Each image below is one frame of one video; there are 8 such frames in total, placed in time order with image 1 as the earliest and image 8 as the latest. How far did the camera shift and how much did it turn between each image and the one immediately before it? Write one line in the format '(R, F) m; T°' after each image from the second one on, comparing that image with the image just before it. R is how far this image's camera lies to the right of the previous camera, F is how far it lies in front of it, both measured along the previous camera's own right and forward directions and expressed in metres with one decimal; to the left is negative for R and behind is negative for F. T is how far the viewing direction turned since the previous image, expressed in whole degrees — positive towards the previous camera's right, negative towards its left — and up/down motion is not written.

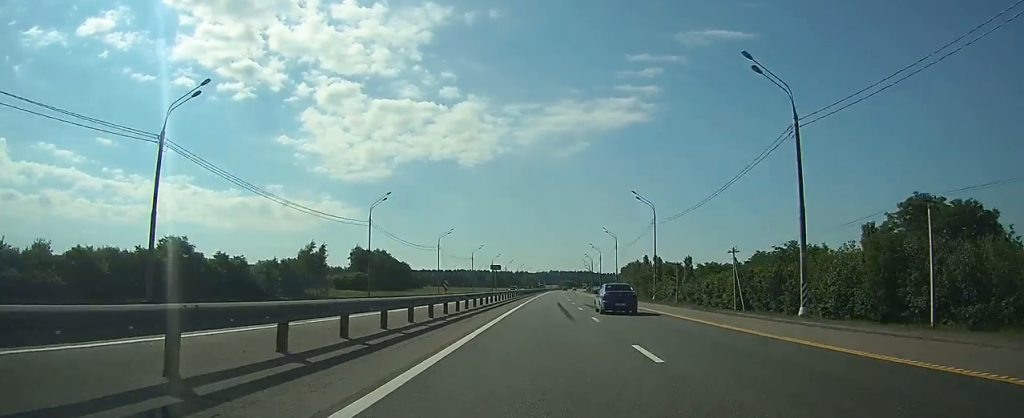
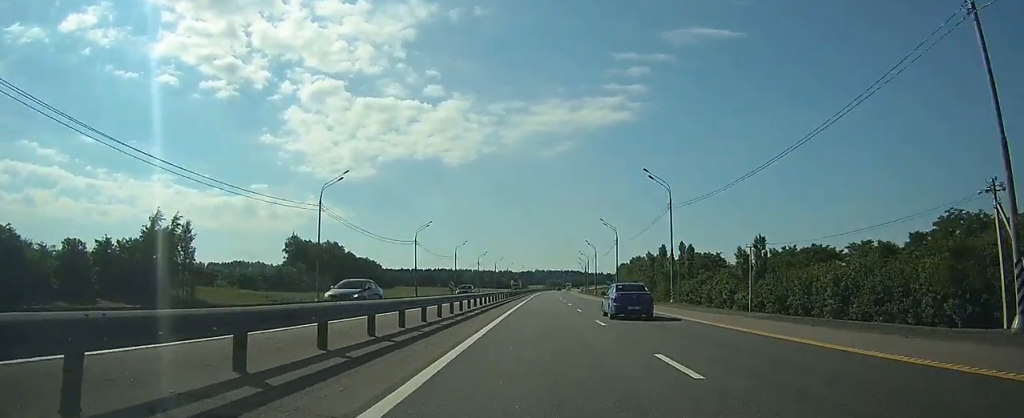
(+0.5, +49.6) m; +1°
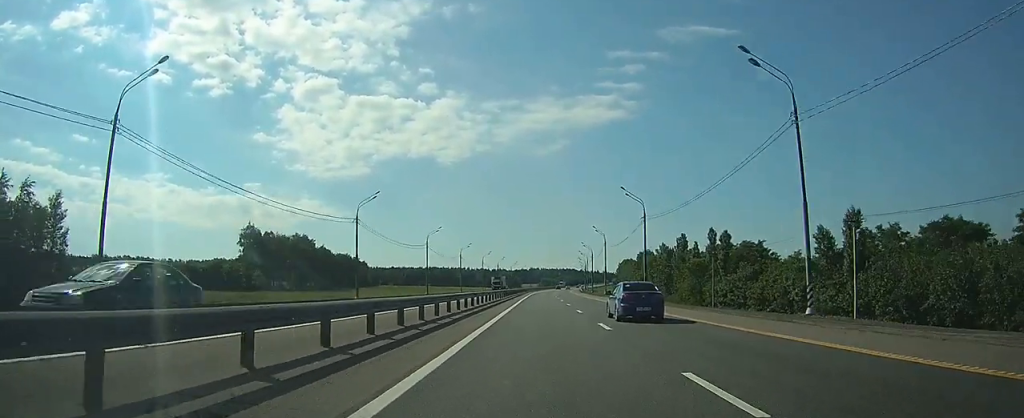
(+0.3, +26.4) m; +1°
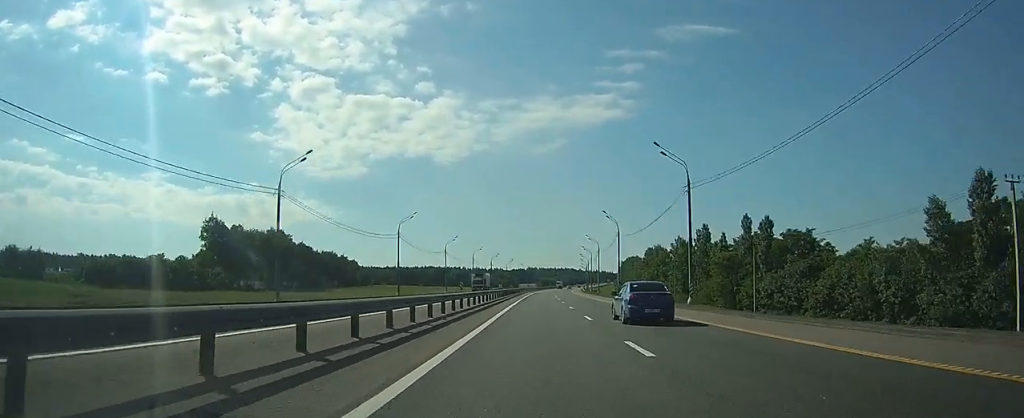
(0.0, +18.8) m; 0°
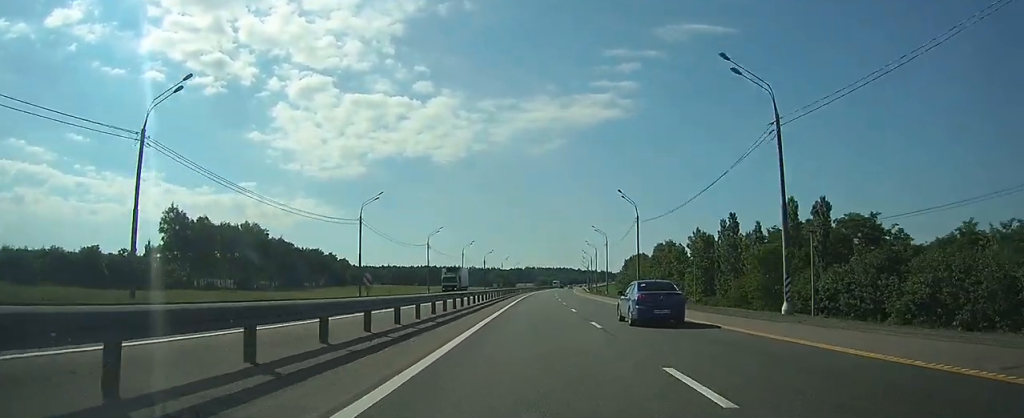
(+0.1, +16.6) m; 0°
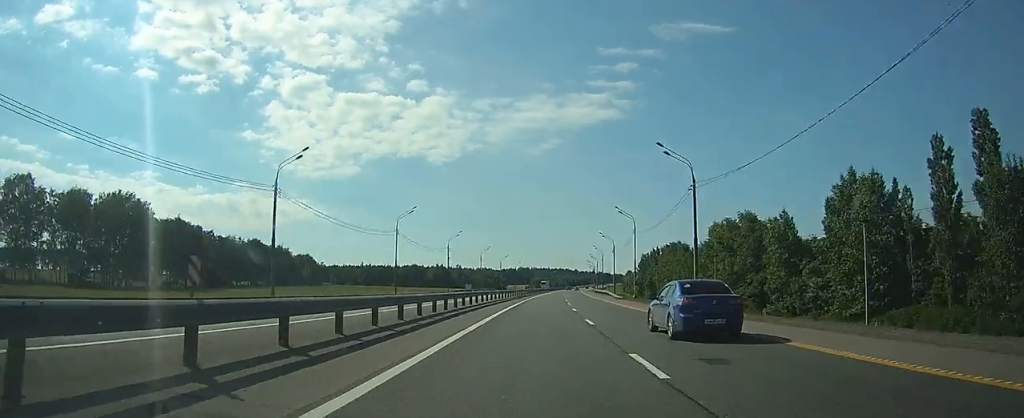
(+0.3, +57.5) m; +1°
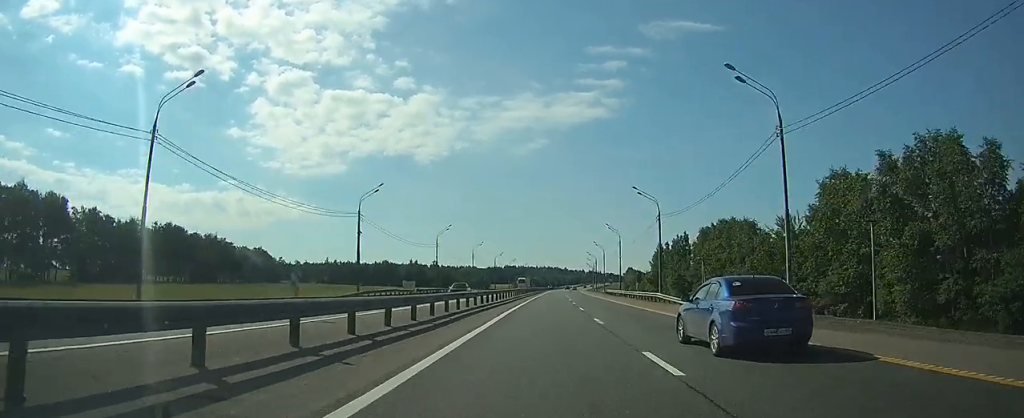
(+0.4, +47.6) m; 0°
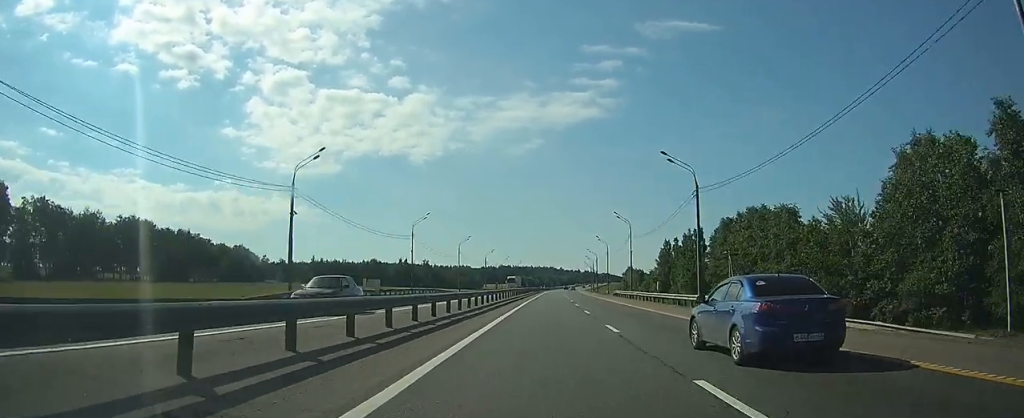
(0.0, +15.5) m; 0°
